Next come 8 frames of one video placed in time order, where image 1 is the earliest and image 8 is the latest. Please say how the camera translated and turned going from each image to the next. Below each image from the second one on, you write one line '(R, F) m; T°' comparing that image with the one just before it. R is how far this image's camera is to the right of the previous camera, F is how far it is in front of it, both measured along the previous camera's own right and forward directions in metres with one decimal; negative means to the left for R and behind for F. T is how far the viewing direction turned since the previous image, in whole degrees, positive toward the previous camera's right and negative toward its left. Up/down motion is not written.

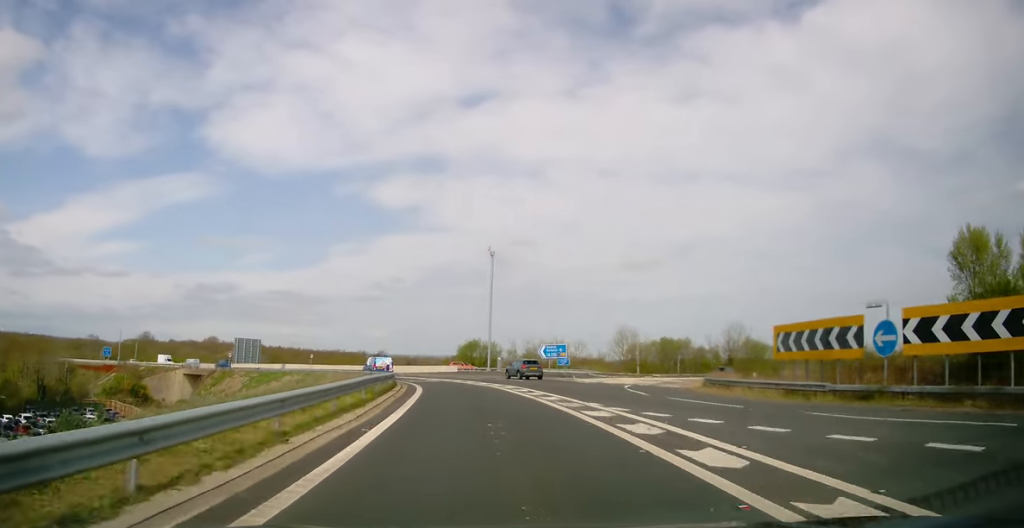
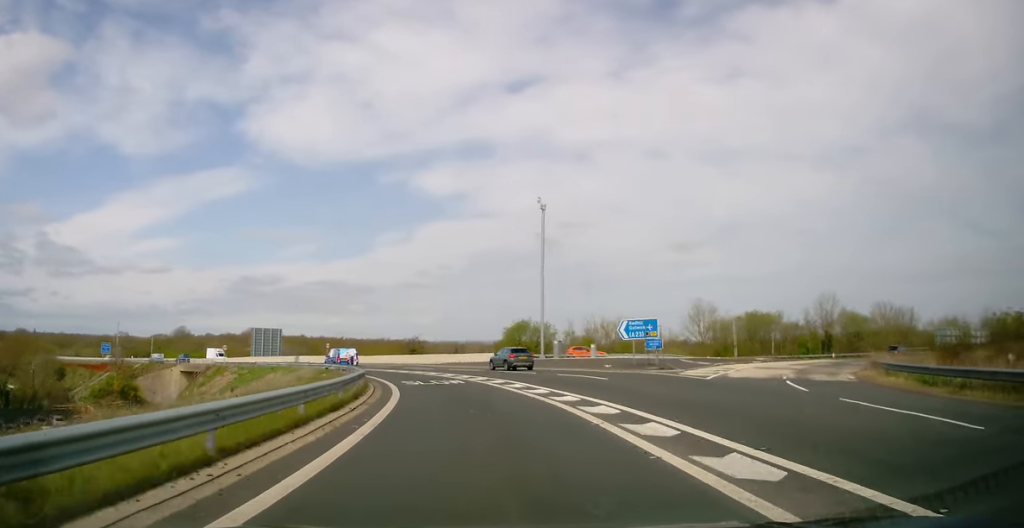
(-0.8, +18.6) m; -5°
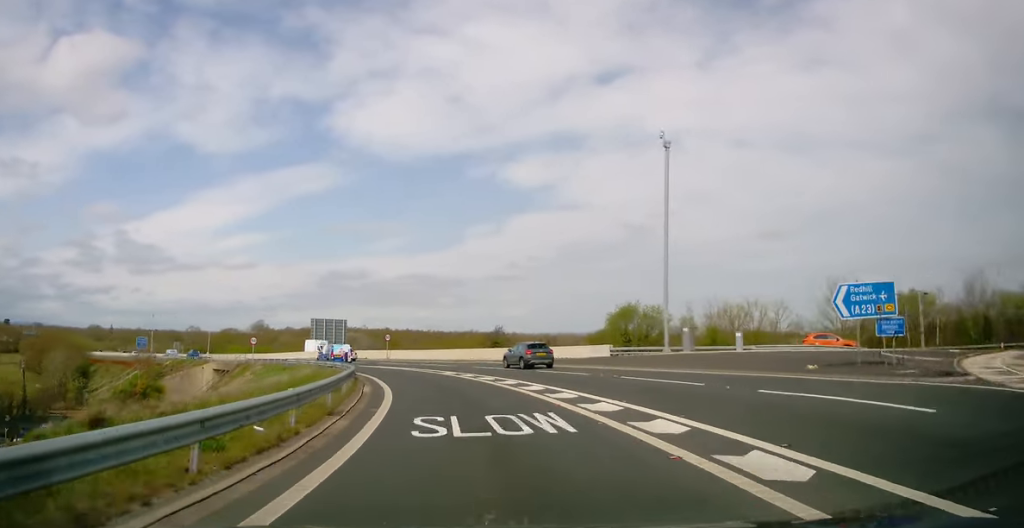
(-0.5, +18.1) m; -5°
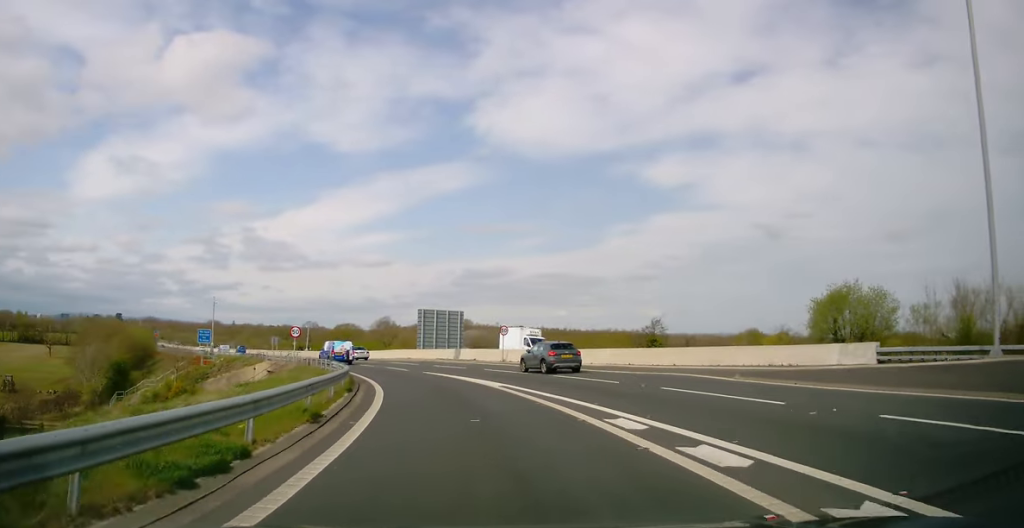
(-2.1, +23.7) m; -12°
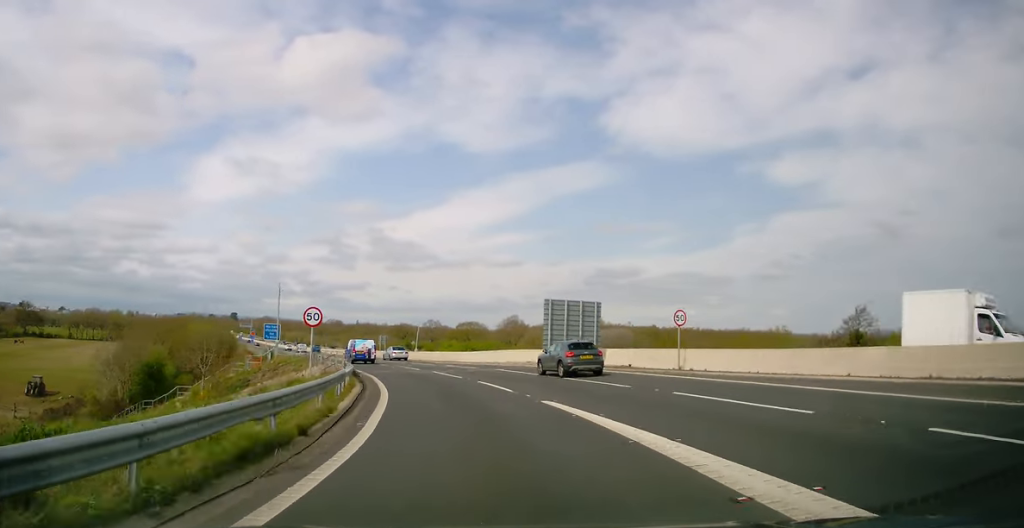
(-2.5, +20.7) m; -14°
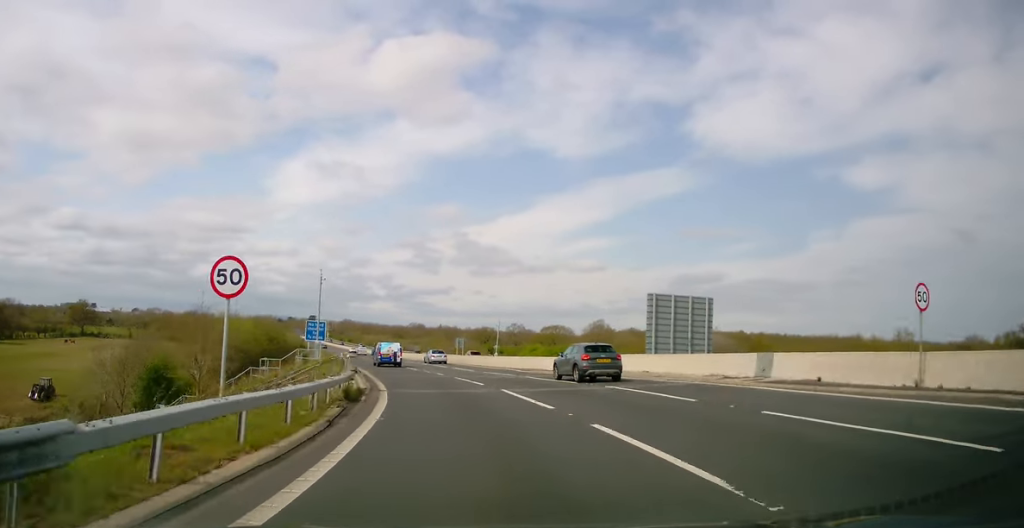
(-0.9, +14.3) m; -9°
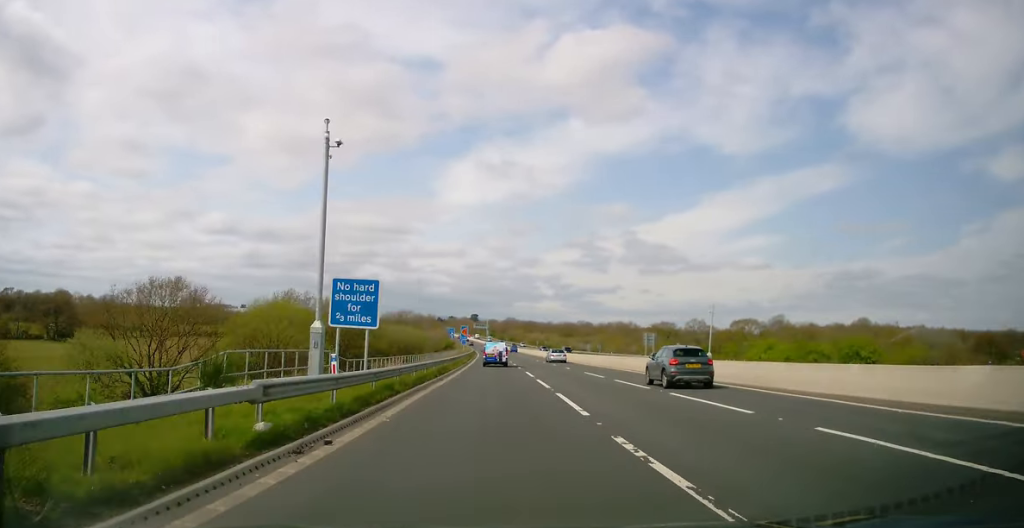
(-5.5, +38.8) m; -12°
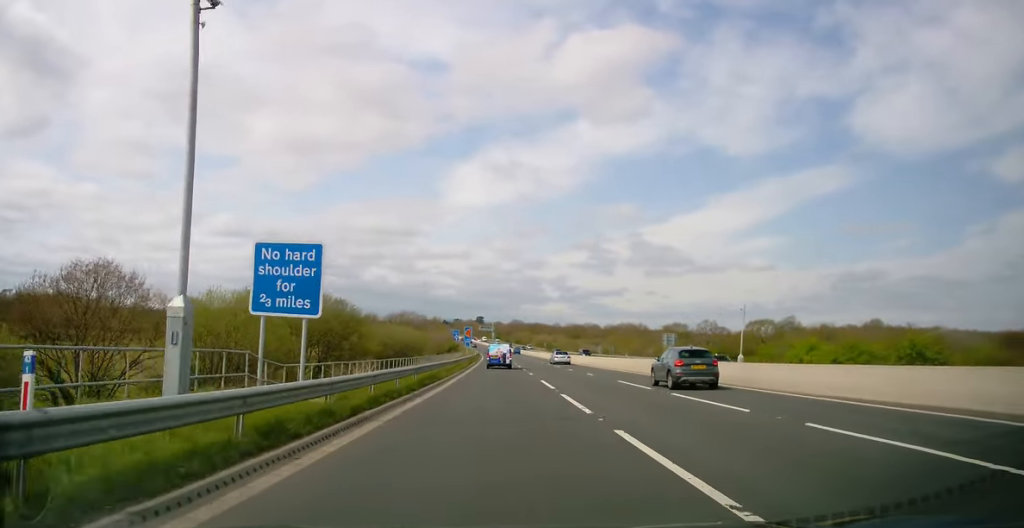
(-0.3, +8.9) m; -1°
